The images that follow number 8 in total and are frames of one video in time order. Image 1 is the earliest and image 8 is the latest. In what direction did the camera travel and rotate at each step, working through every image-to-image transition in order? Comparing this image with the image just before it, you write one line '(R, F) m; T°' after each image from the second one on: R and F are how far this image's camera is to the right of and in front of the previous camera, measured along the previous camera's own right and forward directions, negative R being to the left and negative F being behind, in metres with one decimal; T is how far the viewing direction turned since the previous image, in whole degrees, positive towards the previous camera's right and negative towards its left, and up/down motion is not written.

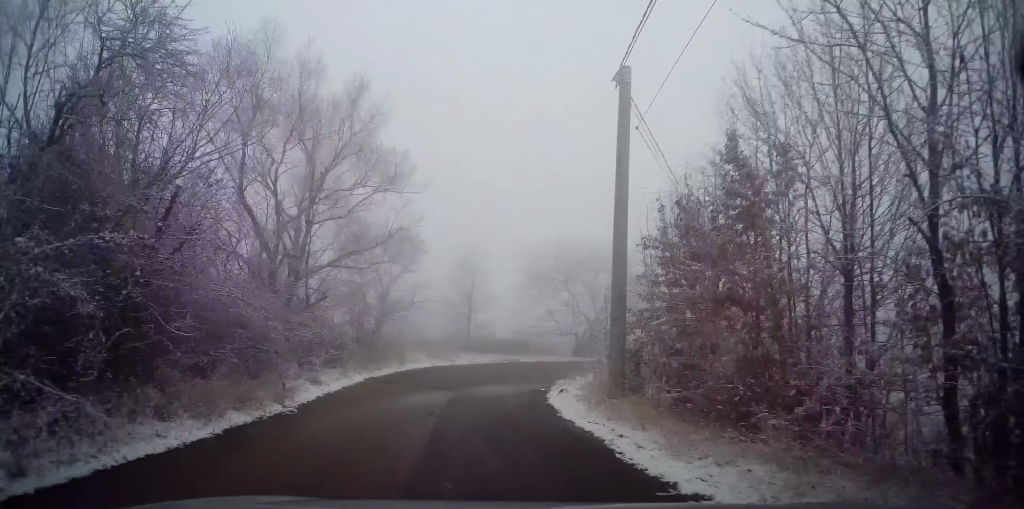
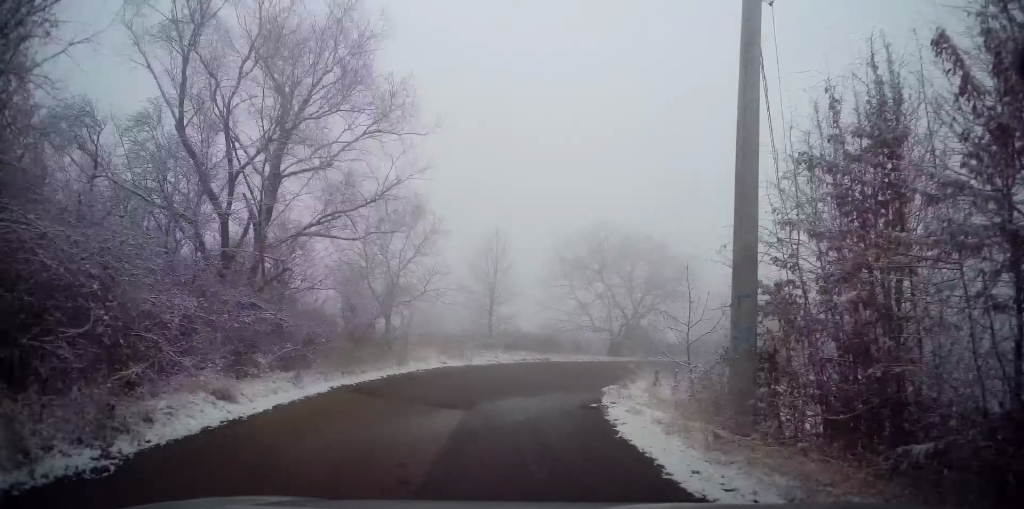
(-0.3, +4.9) m; -4°
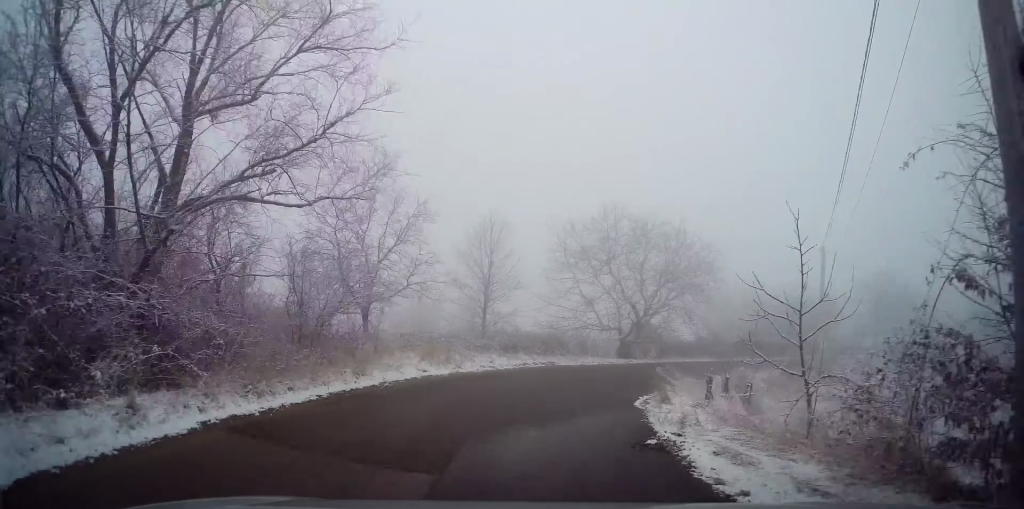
(-0.3, +4.5) m; 0°
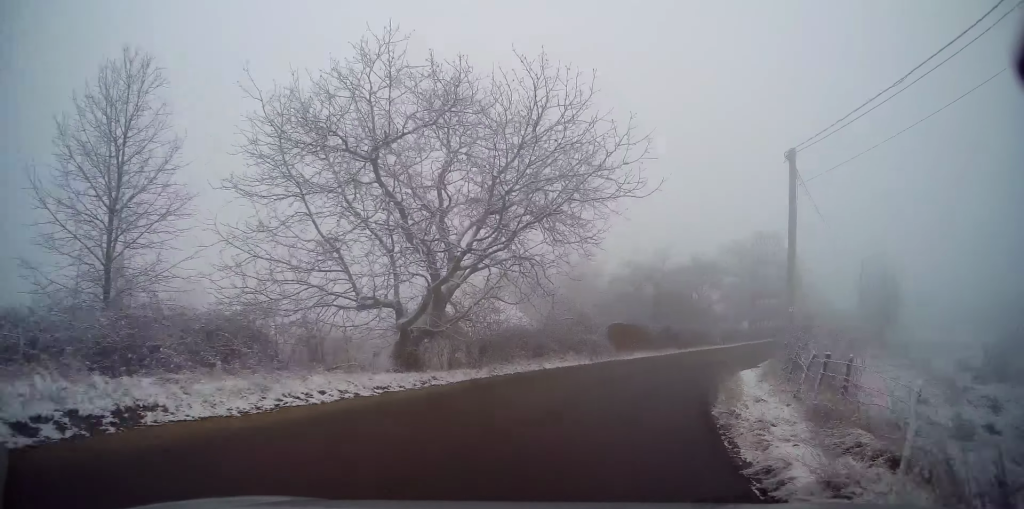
(+2.0, +19.4) m; +21°
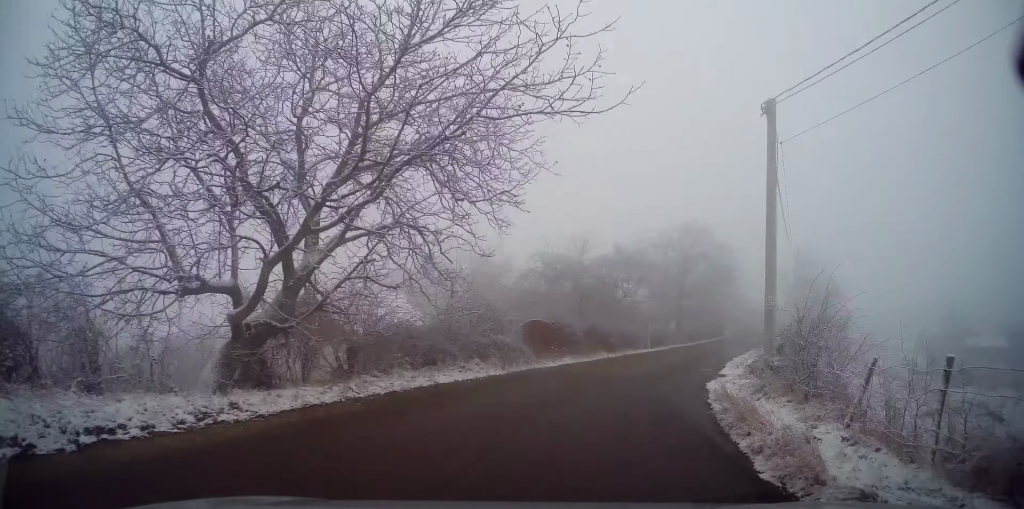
(-0.1, +5.0) m; +9°
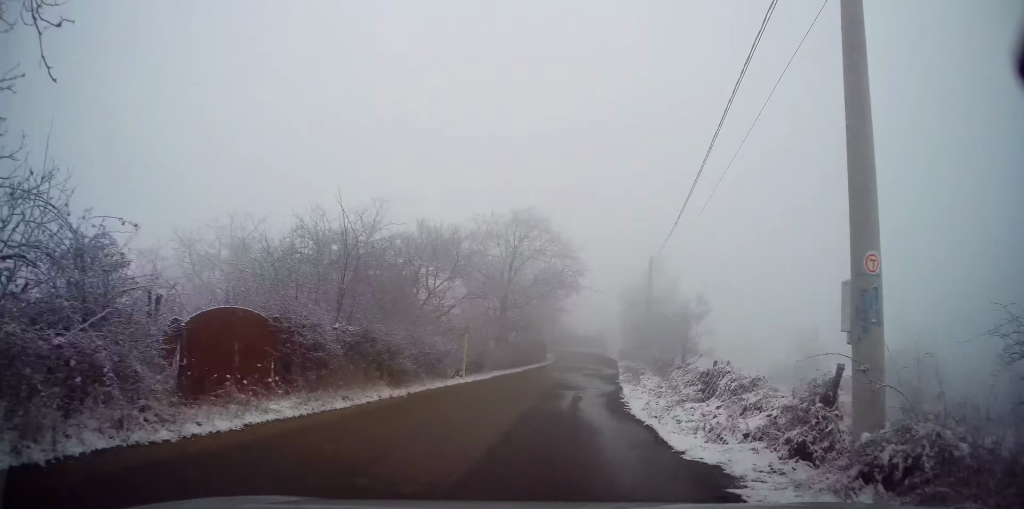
(+2.0, +10.5) m; +16°
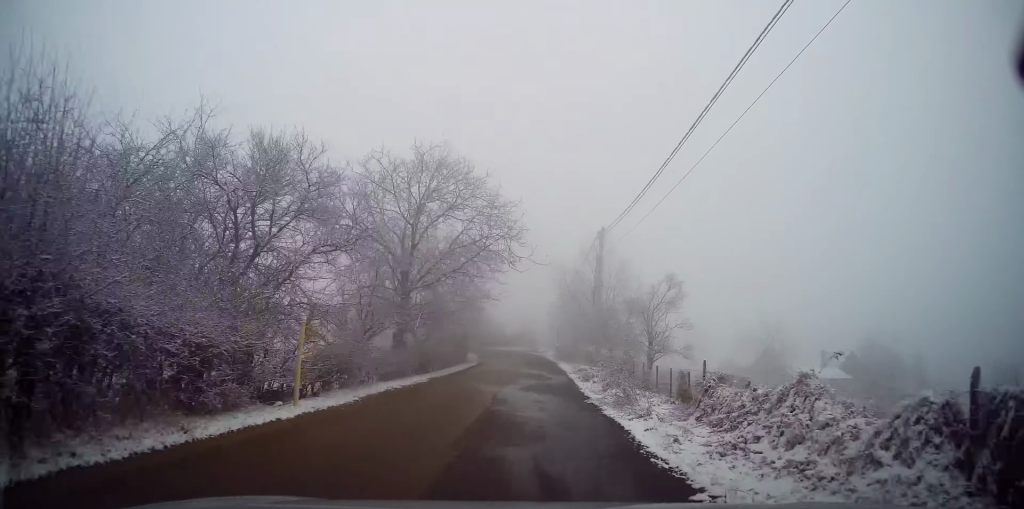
(+0.9, +9.2) m; +9°
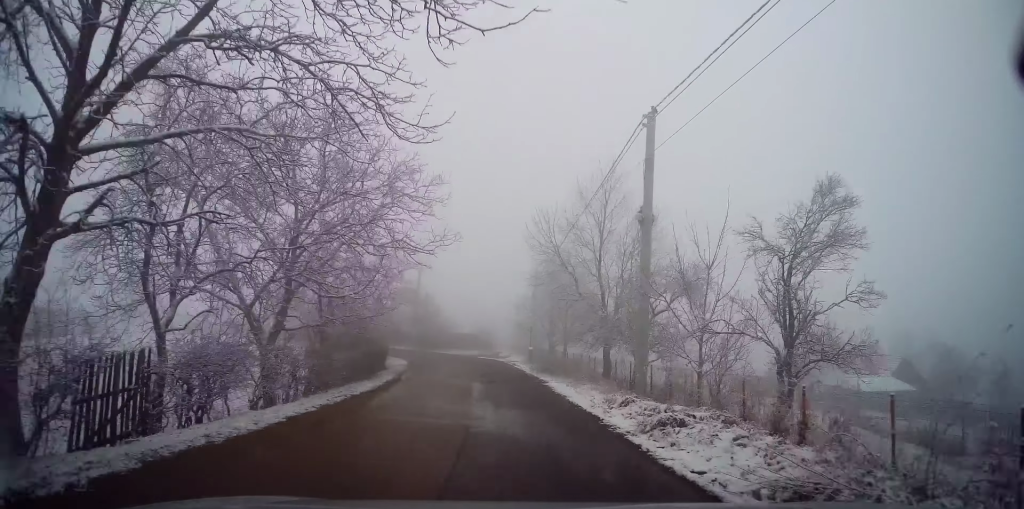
(+1.8, +16.7) m; +9°
